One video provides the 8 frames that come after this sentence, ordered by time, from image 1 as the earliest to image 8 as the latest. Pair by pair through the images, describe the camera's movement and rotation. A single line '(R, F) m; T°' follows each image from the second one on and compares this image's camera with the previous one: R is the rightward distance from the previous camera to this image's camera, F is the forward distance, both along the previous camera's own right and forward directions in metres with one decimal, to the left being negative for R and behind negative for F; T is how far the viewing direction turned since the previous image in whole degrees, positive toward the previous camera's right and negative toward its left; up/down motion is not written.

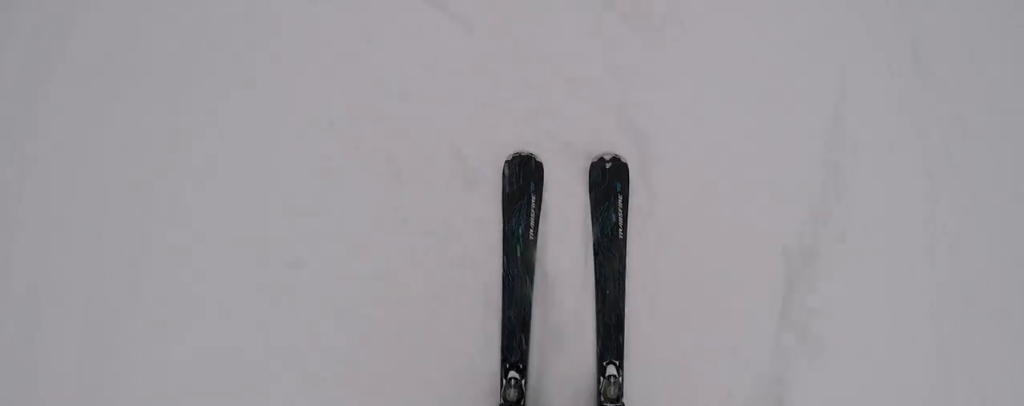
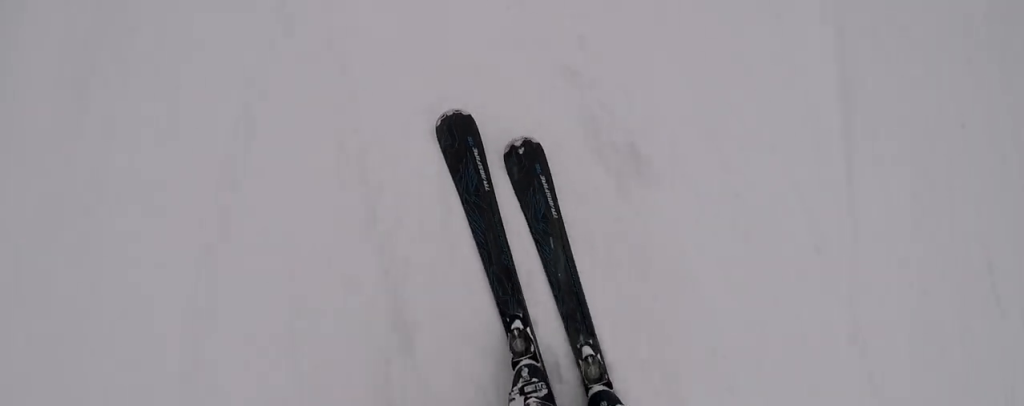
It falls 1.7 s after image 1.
(+0.3, +12.5) m; -9°
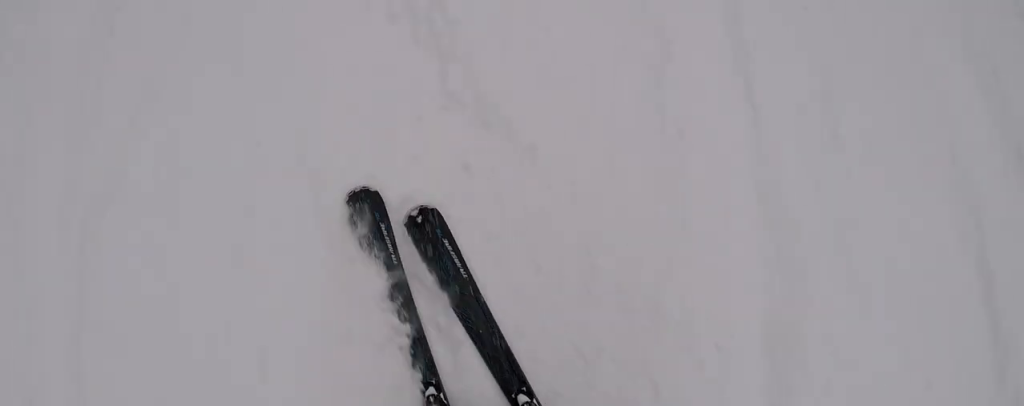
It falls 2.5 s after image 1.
(-1.1, +6.4) m; -8°
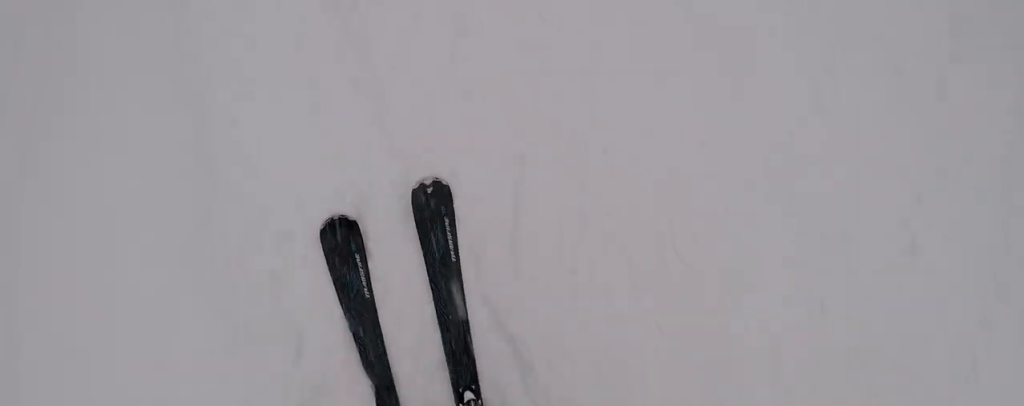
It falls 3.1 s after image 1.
(-0.1, +4.1) m; +3°
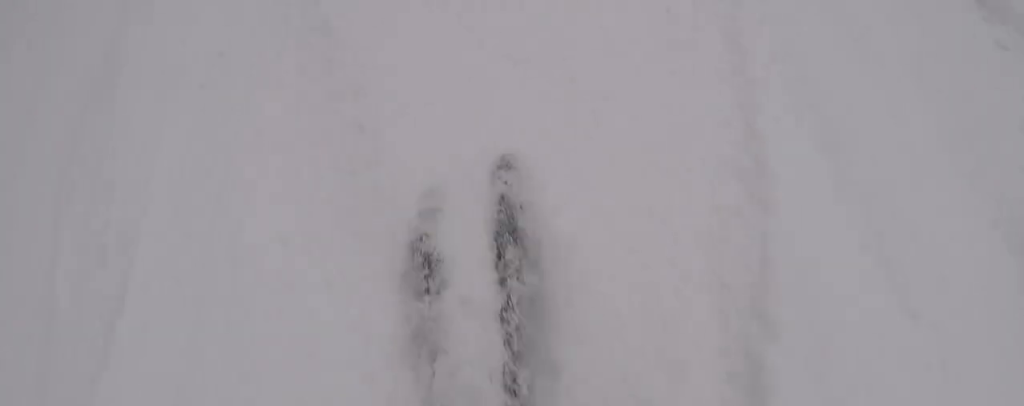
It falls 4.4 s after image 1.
(+1.1, +10.0) m; +25°
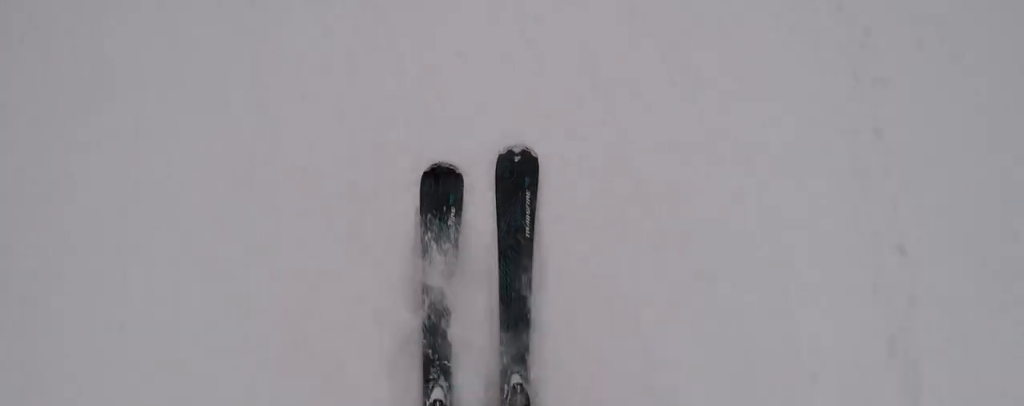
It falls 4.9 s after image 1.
(+1.2, +3.9) m; +12°
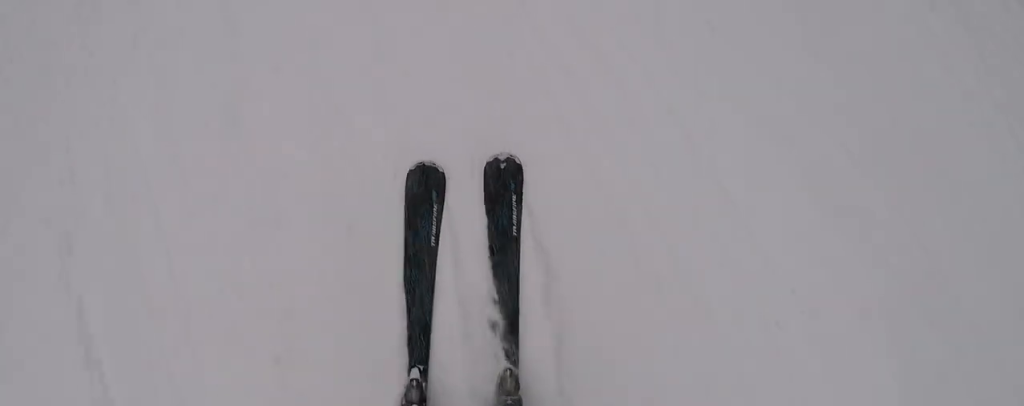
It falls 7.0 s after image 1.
(+1.2, +16.2) m; +3°
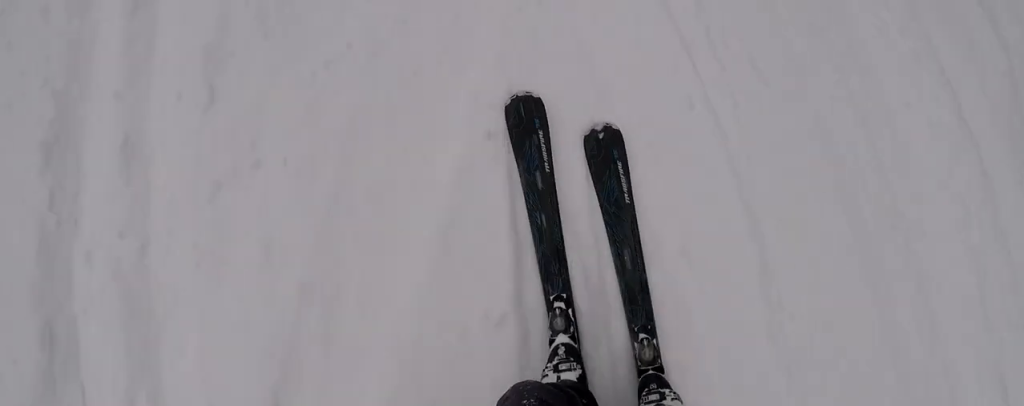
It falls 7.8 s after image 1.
(+0.3, +7.7) m; +5°
